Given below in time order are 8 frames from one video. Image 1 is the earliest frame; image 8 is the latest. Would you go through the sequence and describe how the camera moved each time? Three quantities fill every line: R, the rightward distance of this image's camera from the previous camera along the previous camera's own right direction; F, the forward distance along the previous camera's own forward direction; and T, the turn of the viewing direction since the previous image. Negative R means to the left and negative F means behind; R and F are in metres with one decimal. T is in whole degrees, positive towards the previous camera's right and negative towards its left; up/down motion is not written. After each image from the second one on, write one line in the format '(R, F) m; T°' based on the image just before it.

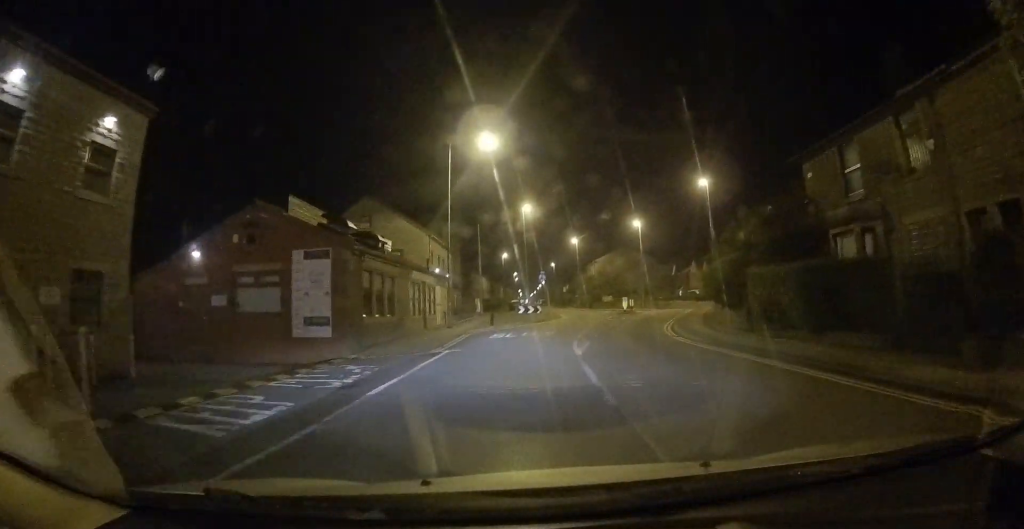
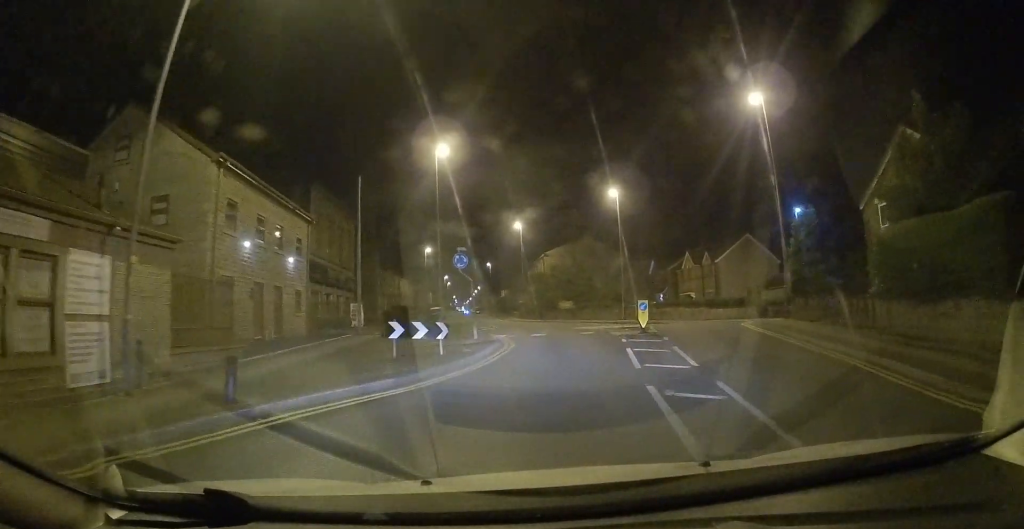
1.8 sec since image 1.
(+0.4, +21.7) m; +3°
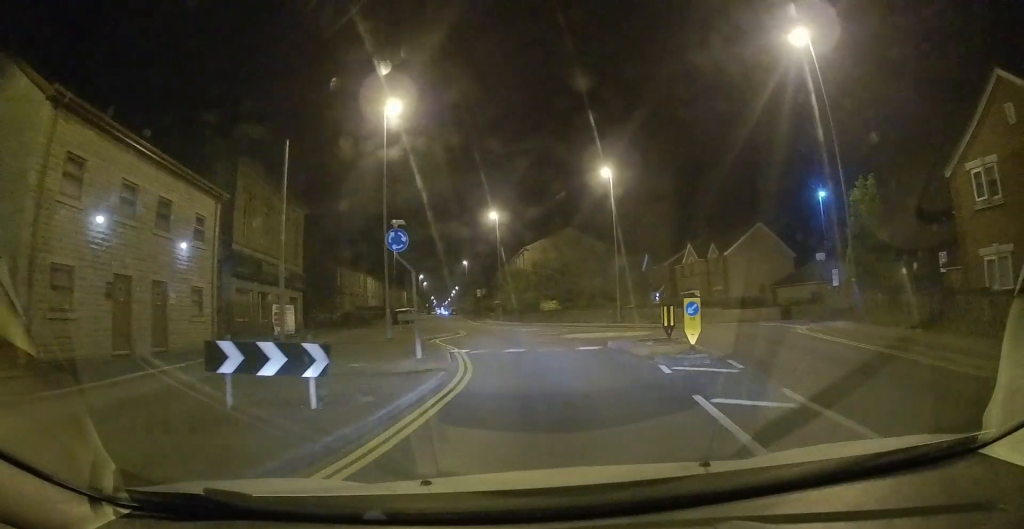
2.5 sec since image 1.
(+0.1, +7.4) m; +1°
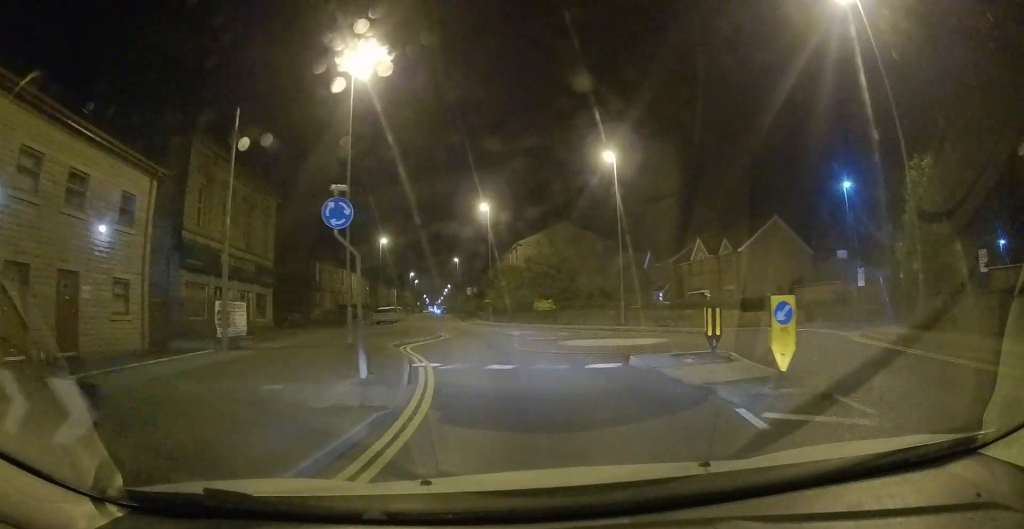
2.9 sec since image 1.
(0.0, +4.1) m; 0°
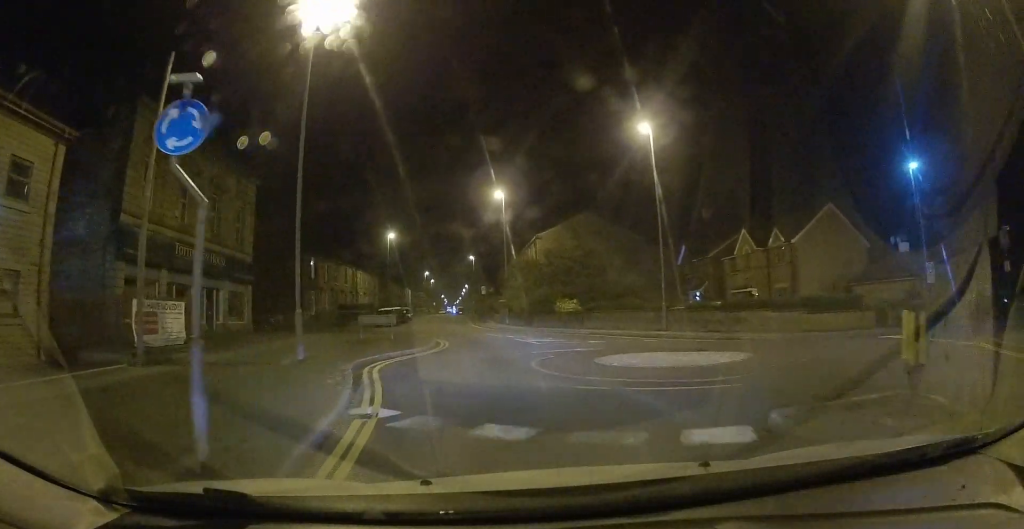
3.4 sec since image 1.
(0.0, +5.7) m; 0°
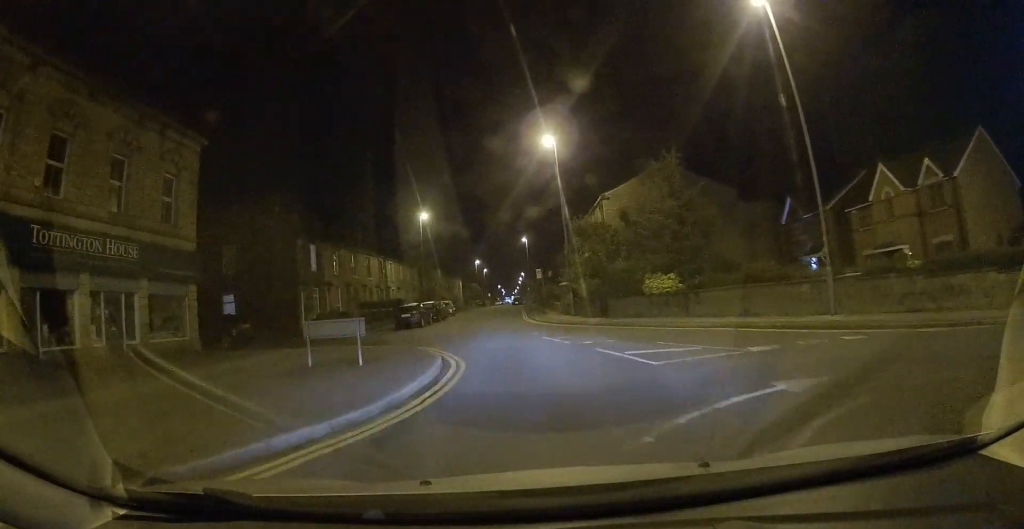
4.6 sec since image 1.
(-0.2, +10.6) m; -3°
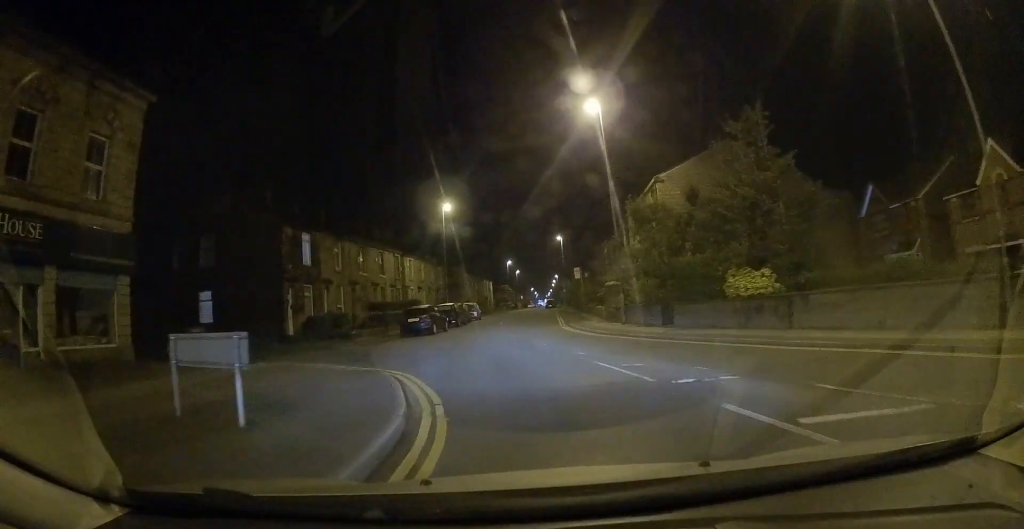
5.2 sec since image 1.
(-0.2, +5.8) m; -3°
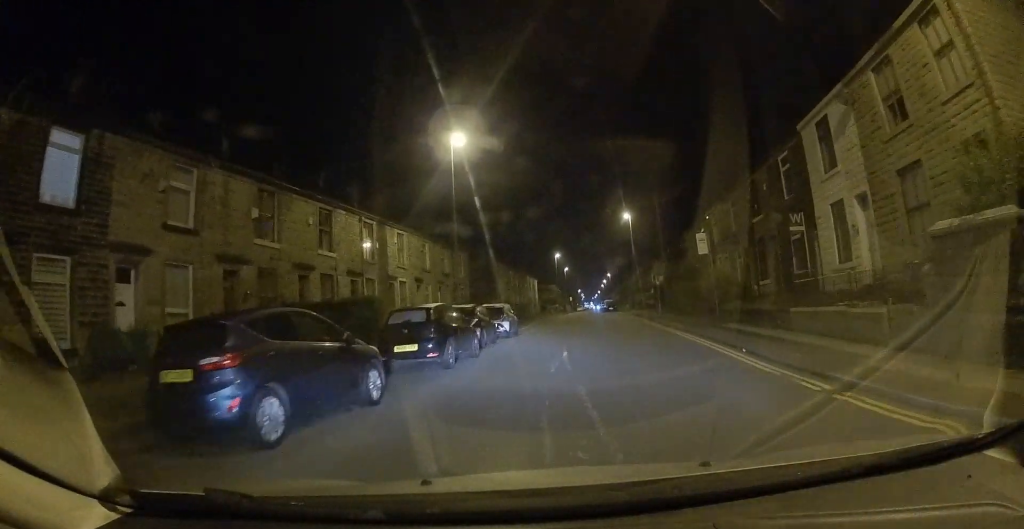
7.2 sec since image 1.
(-1.9, +19.1) m; -11°
